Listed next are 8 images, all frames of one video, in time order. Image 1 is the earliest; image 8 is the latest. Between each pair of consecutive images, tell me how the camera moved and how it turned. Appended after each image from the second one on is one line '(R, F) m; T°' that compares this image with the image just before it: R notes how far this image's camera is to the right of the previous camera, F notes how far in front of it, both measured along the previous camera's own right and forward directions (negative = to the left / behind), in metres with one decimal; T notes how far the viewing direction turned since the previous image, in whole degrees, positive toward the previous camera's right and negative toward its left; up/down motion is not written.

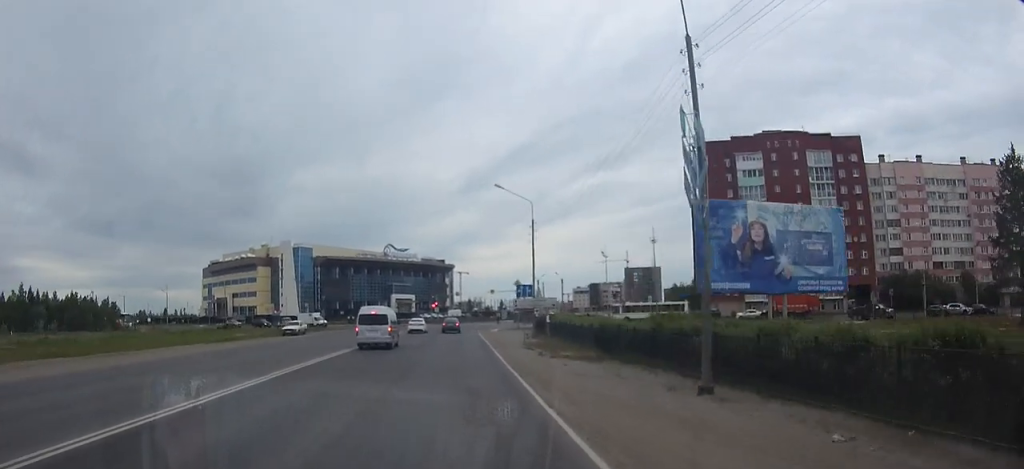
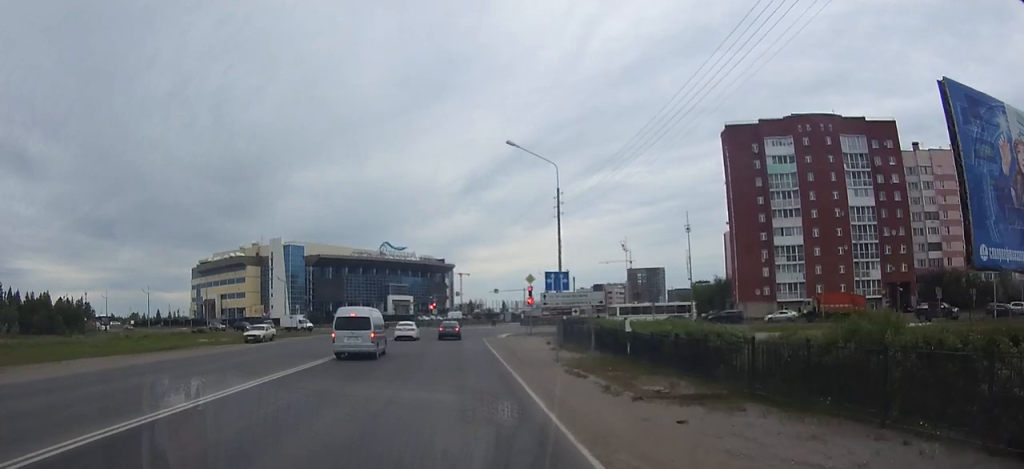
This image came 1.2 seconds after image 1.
(0.0, +12.4) m; 0°
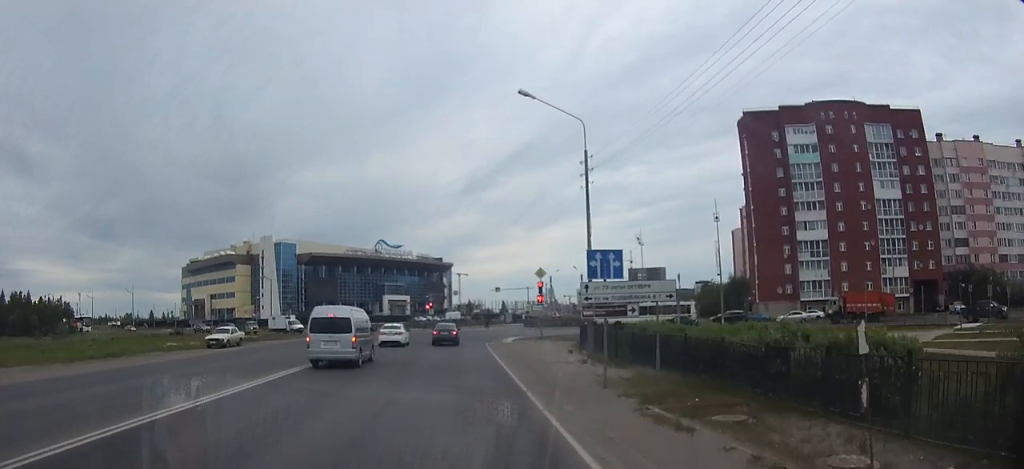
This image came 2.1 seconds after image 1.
(0.0, +9.0) m; 0°
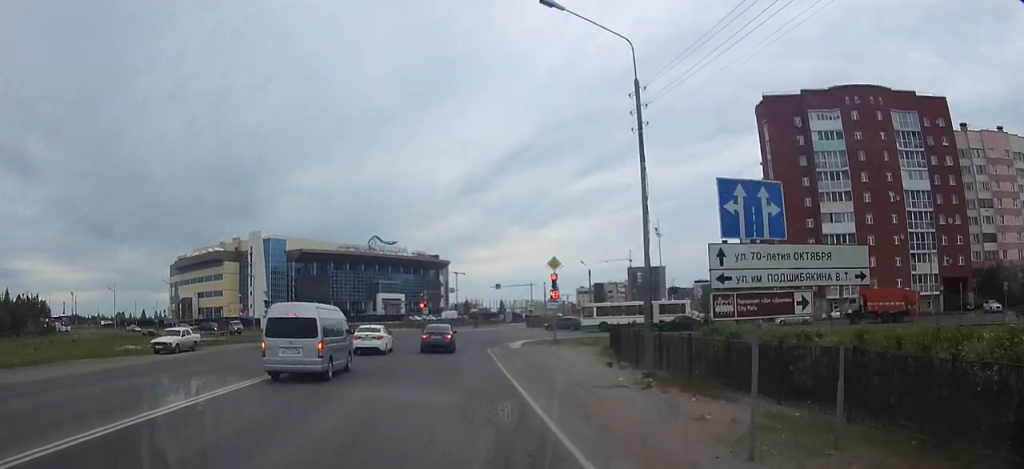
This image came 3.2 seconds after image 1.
(0.0, +9.4) m; 0°
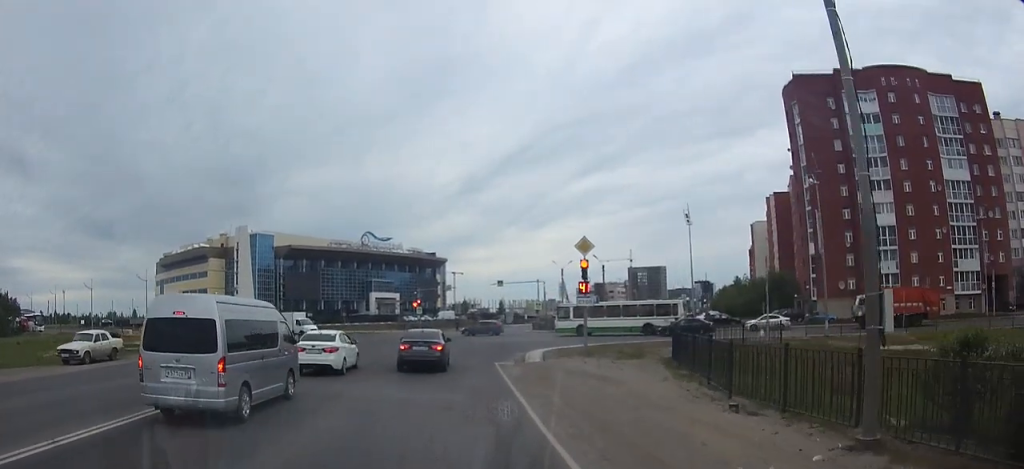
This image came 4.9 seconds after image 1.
(0.0, +11.4) m; 0°
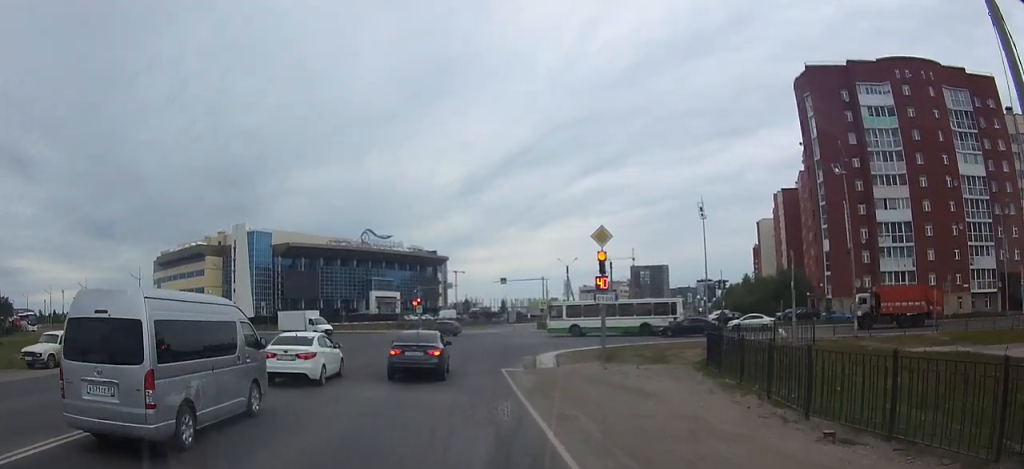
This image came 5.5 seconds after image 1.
(0.0, +3.8) m; 0°
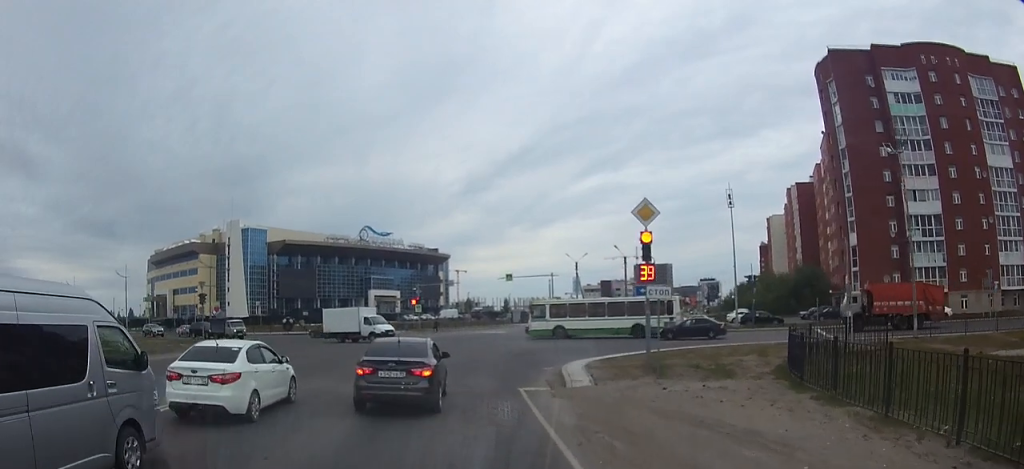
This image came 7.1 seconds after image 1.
(0.0, +6.8) m; 0°
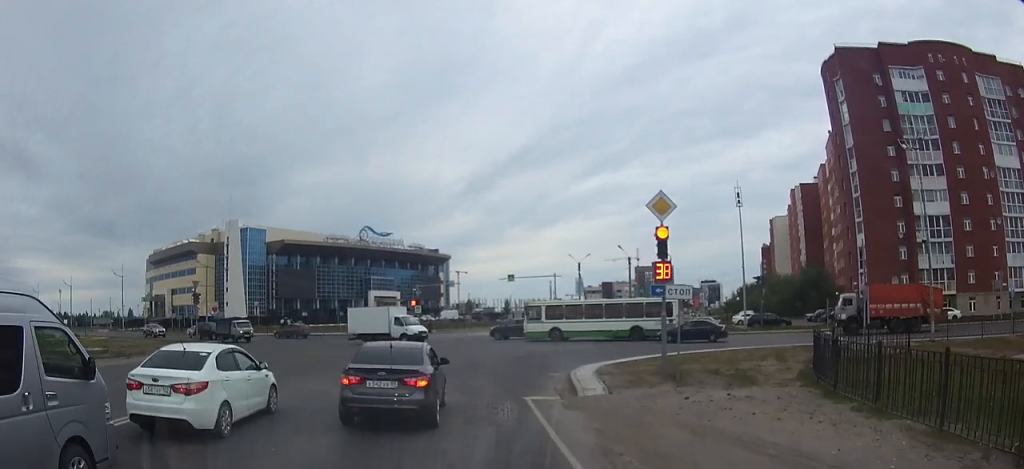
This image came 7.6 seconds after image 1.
(0.0, +1.8) m; 0°
